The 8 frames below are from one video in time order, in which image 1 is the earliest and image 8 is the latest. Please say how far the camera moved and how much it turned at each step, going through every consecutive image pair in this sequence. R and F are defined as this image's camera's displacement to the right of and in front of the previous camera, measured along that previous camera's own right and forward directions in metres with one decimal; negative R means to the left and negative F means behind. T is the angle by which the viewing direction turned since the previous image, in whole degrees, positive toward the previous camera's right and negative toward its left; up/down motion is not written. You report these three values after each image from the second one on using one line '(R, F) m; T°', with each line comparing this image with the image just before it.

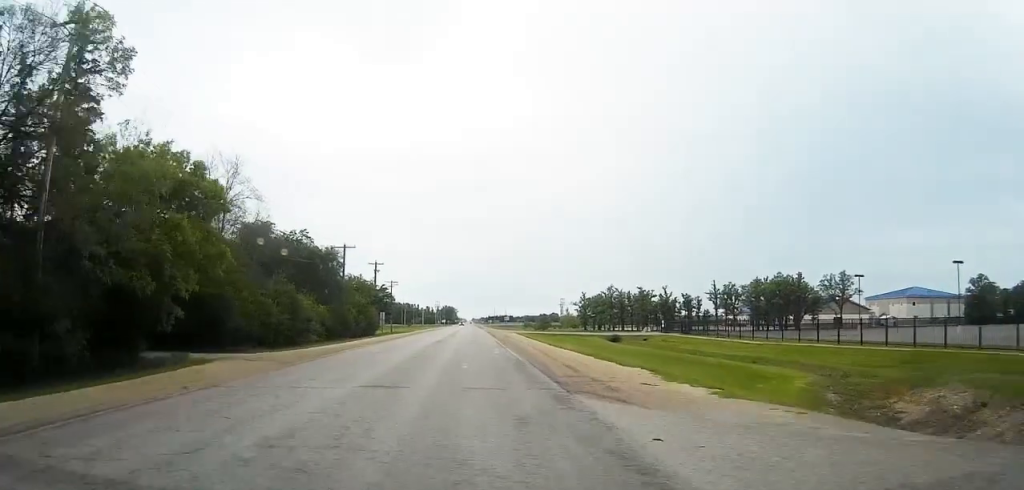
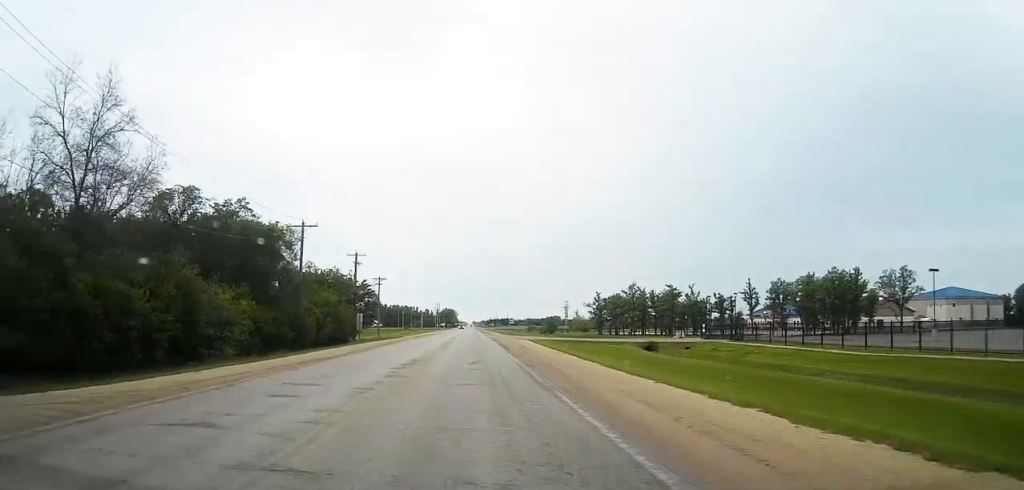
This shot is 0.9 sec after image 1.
(0.0, +20.1) m; 0°
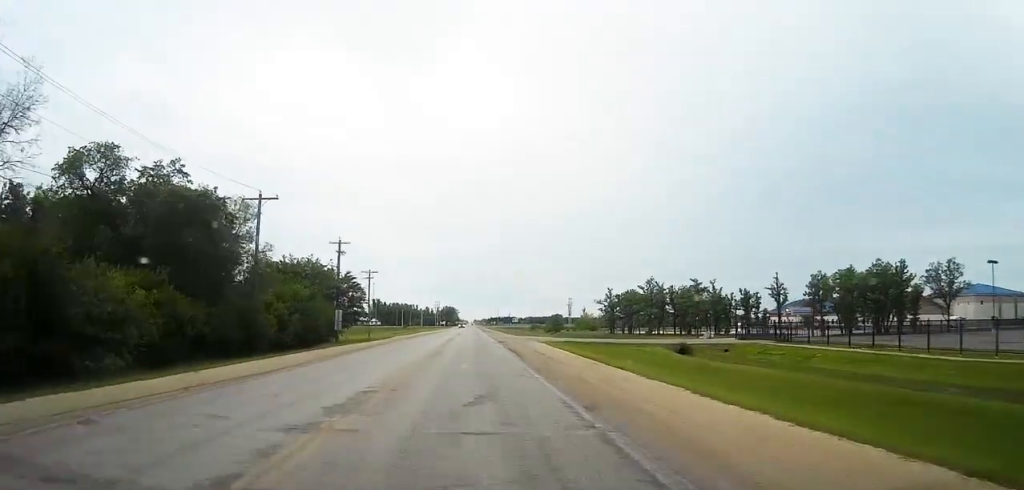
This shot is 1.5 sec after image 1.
(-0.1, +12.7) m; 0°
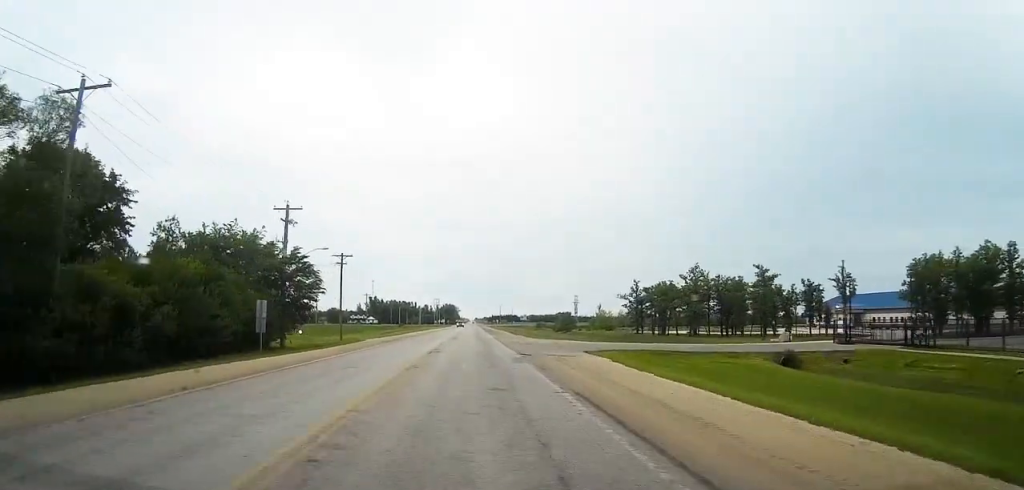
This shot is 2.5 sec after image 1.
(+0.1, +24.0) m; 0°
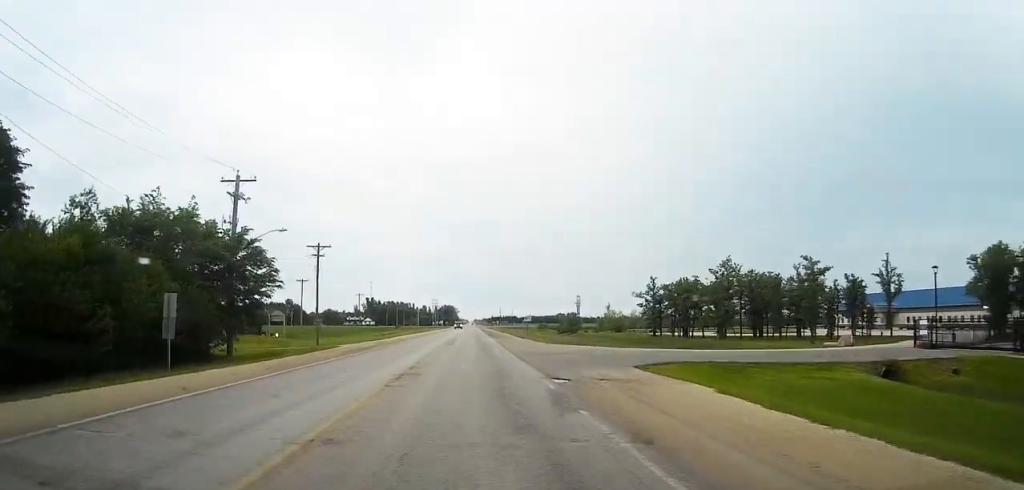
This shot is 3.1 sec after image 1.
(0.0, +12.9) m; 0°
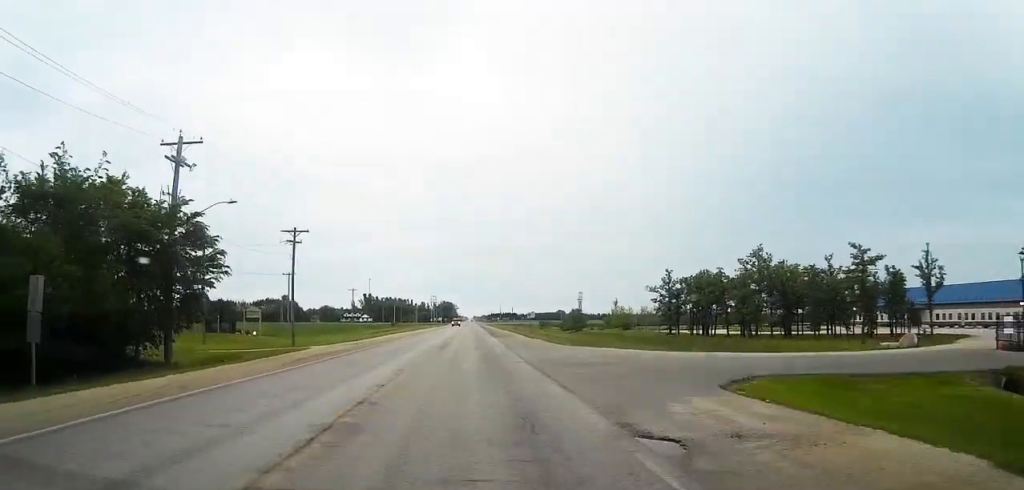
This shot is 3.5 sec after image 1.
(0.0, +9.8) m; 0°
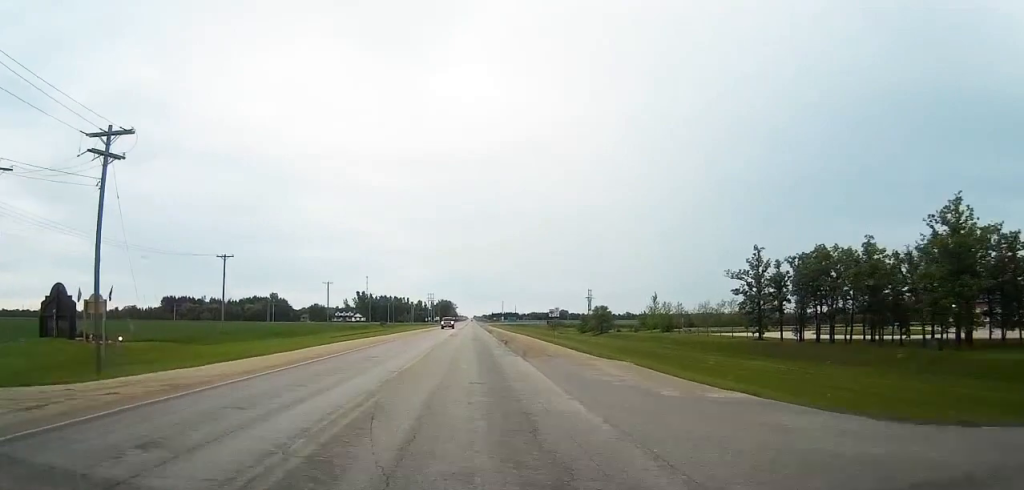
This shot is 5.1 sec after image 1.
(+0.1, +34.9) m; 0°
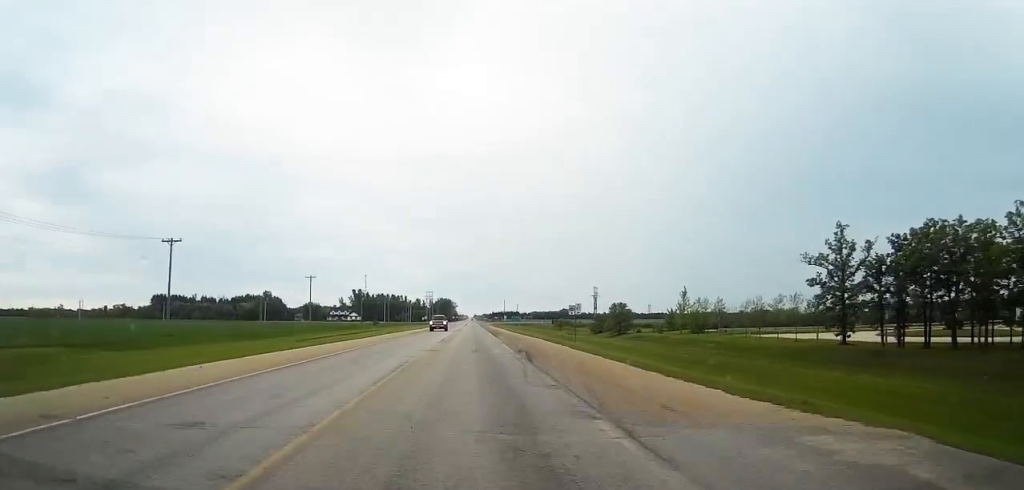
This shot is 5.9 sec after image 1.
(-0.1, +18.1) m; 0°
